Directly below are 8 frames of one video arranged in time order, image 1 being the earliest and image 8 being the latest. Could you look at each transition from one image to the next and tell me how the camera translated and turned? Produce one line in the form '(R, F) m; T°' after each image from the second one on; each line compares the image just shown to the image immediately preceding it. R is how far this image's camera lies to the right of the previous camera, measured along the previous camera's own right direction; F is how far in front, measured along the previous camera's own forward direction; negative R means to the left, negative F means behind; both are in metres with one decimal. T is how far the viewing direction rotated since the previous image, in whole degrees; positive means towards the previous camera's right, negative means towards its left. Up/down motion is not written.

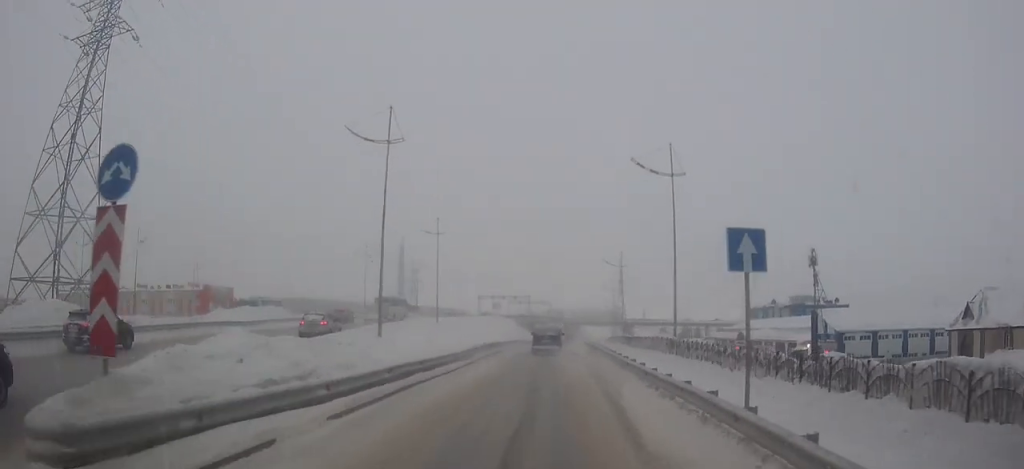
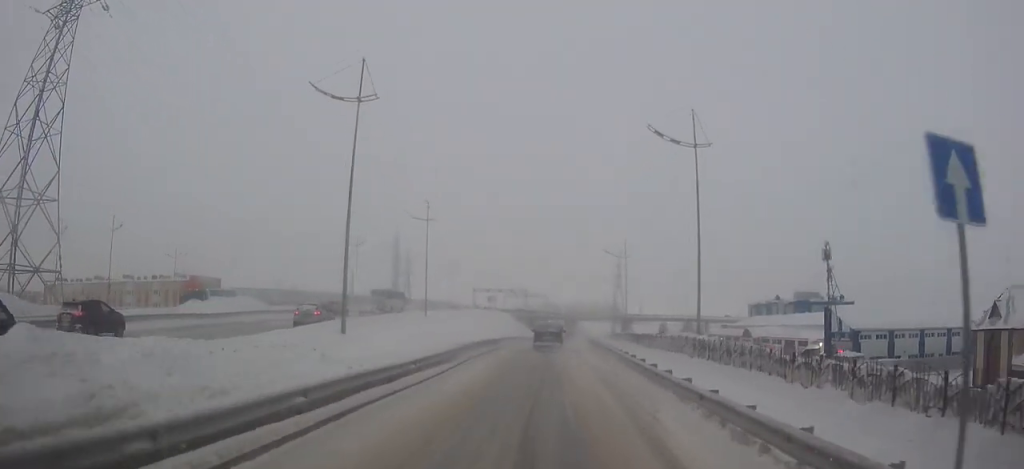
(0.0, +5.5) m; 0°
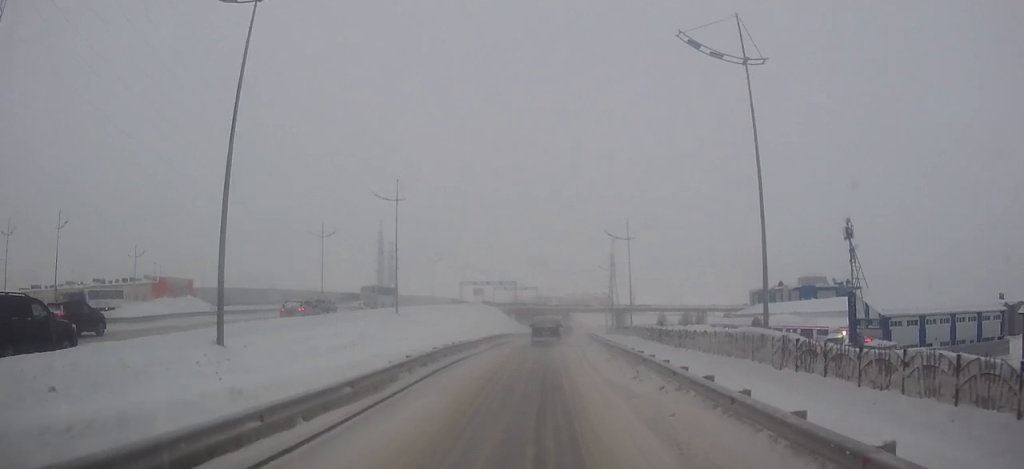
(+0.1, +9.7) m; +1°
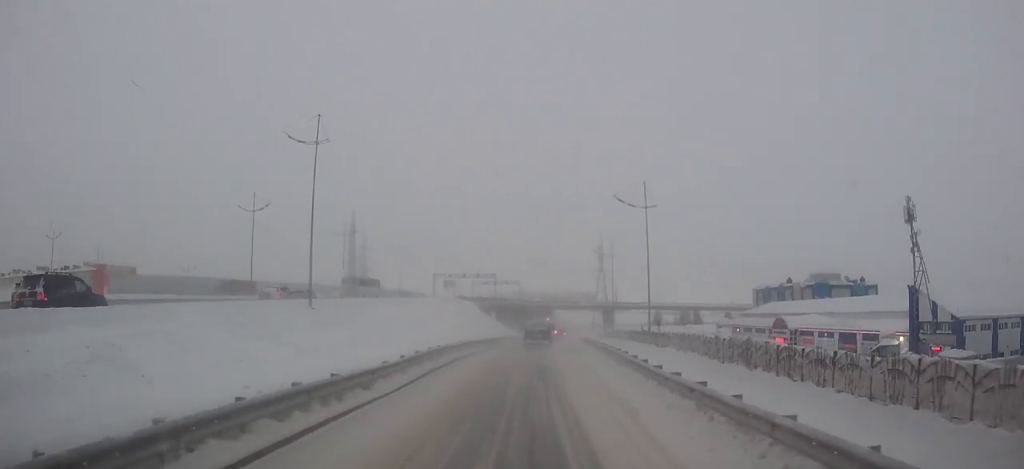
(+0.2, +17.8) m; +1°
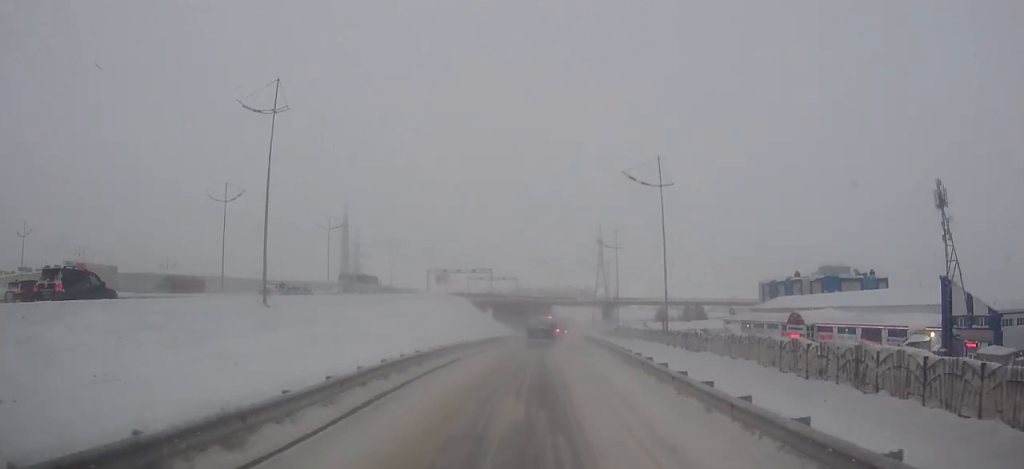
(0.0, +6.3) m; 0°
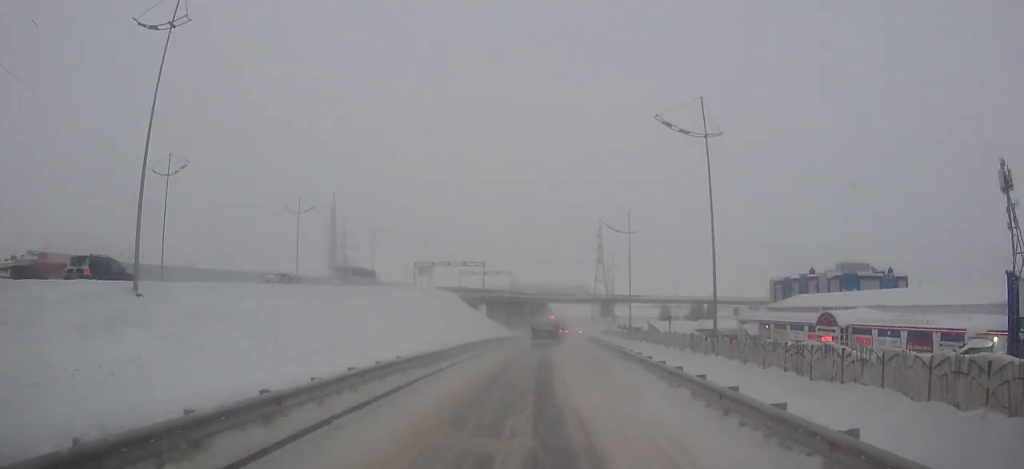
(0.0, +10.9) m; +1°
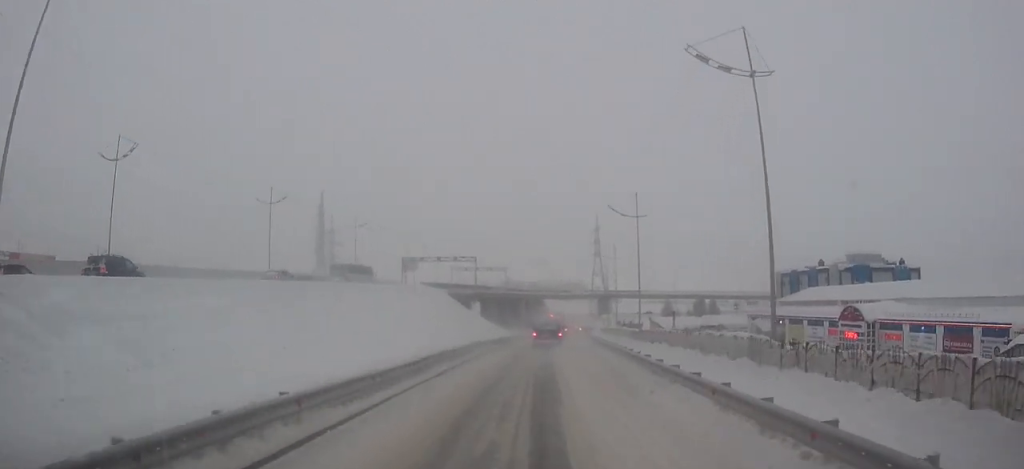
(+0.1, +7.3) m; +1°
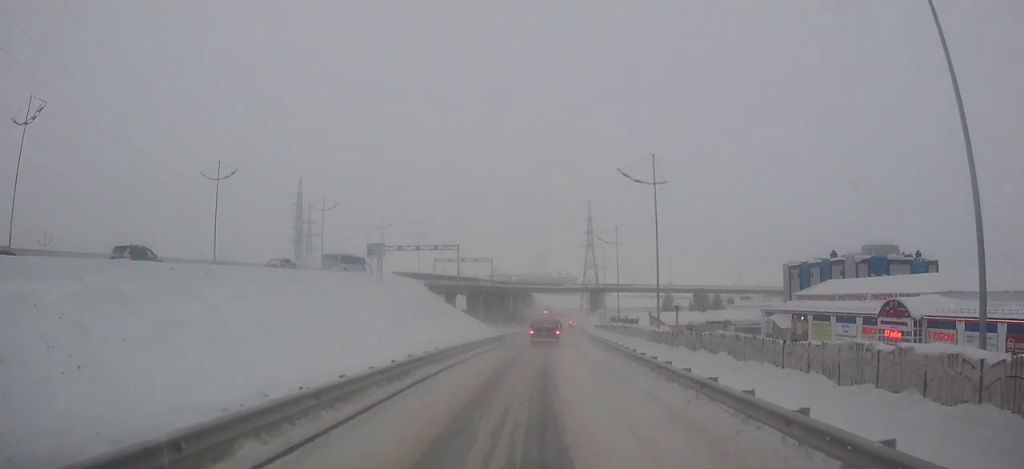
(+0.1, +11.1) m; +1°
